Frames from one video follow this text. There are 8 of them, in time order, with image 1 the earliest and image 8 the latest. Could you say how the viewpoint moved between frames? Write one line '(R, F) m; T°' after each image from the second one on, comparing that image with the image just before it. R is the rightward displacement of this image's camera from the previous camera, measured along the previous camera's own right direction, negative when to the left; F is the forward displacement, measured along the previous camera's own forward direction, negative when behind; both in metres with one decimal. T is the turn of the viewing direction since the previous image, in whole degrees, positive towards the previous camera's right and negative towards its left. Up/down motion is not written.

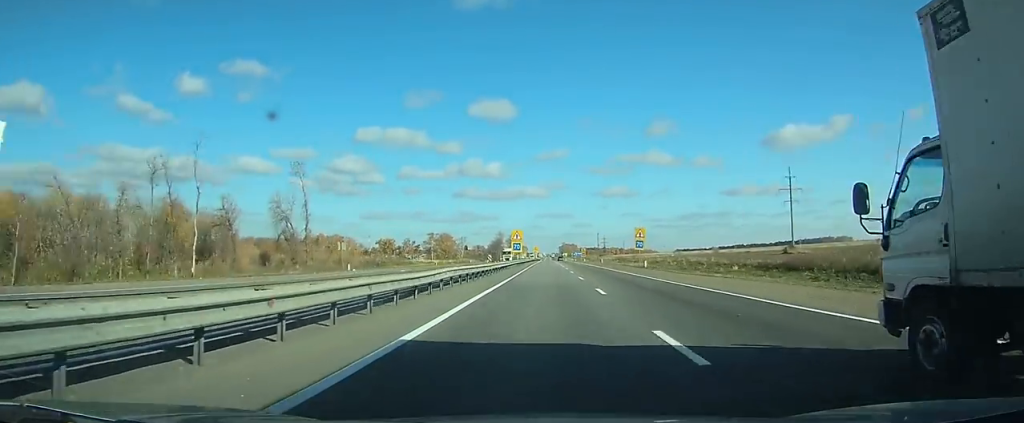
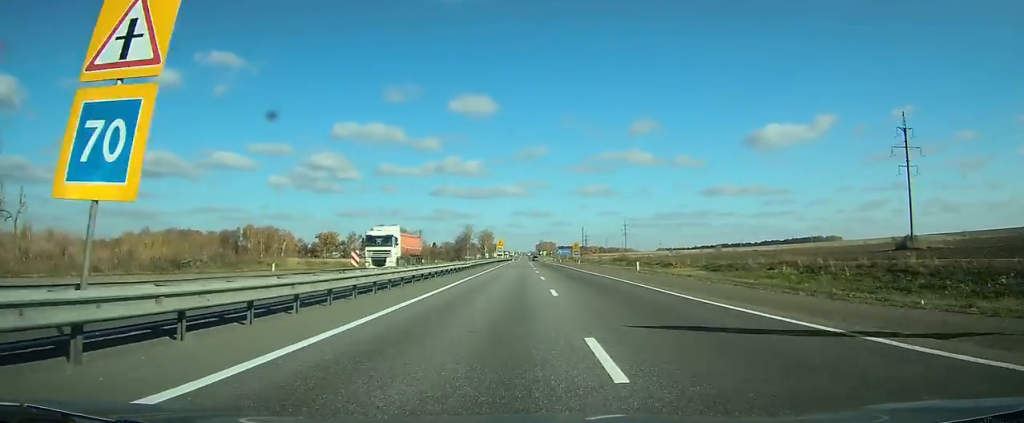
(+0.7, +58.3) m; +1°
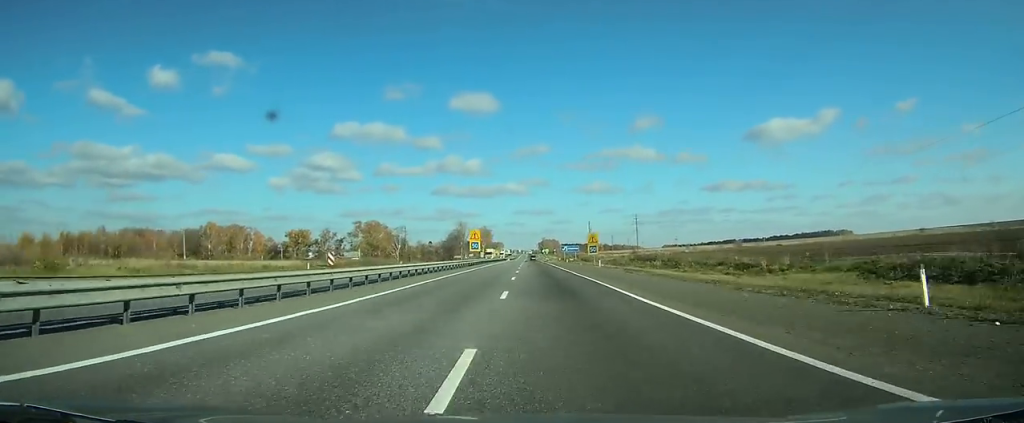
(+0.1, +35.3) m; 0°
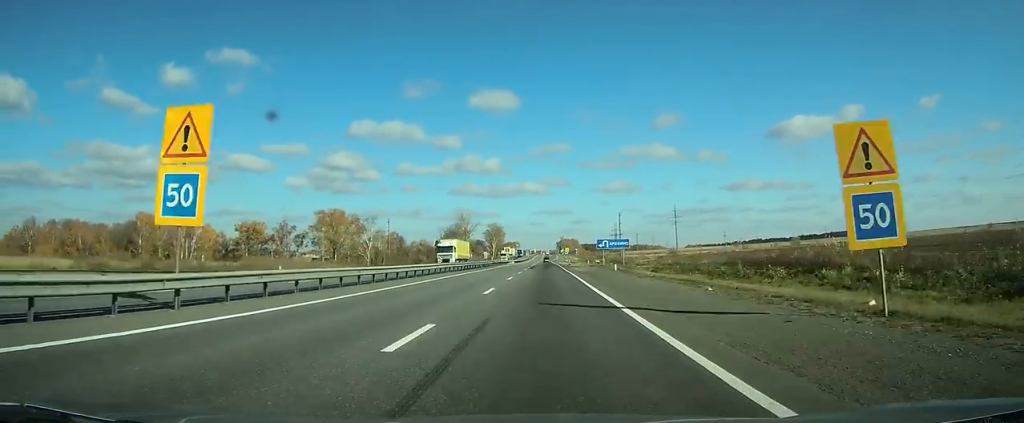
(-0.2, +57.6) m; -1°
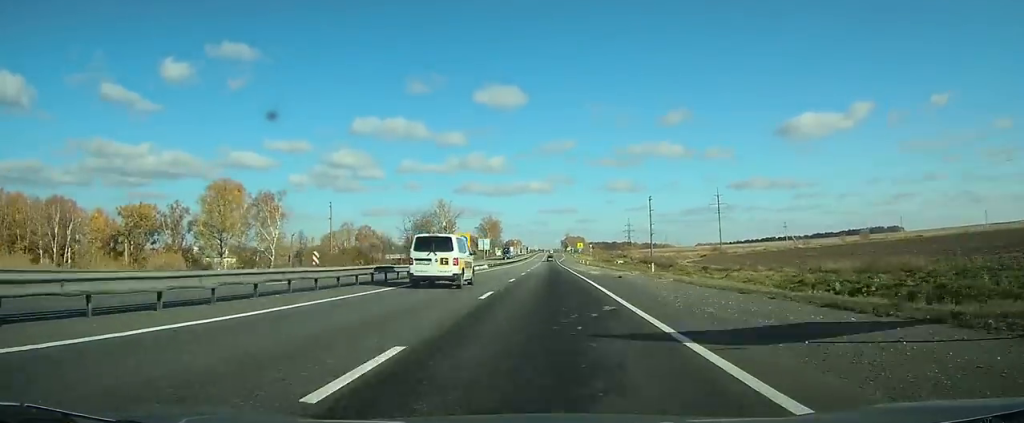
(-0.6, +65.6) m; -1°
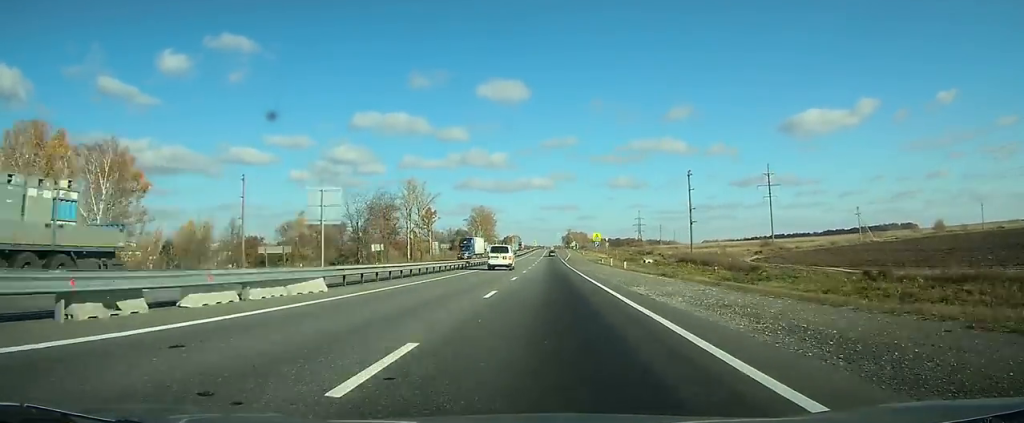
(-0.2, +48.0) m; 0°
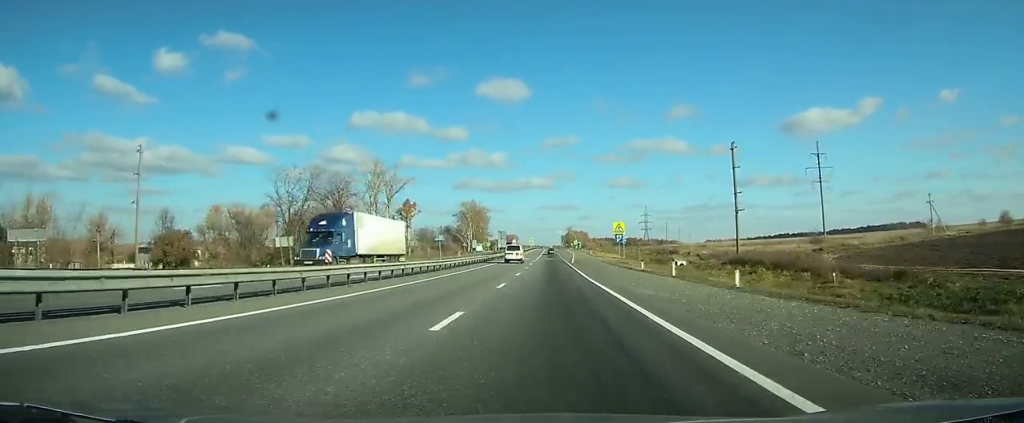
(+0.2, +30.3) m; 0°
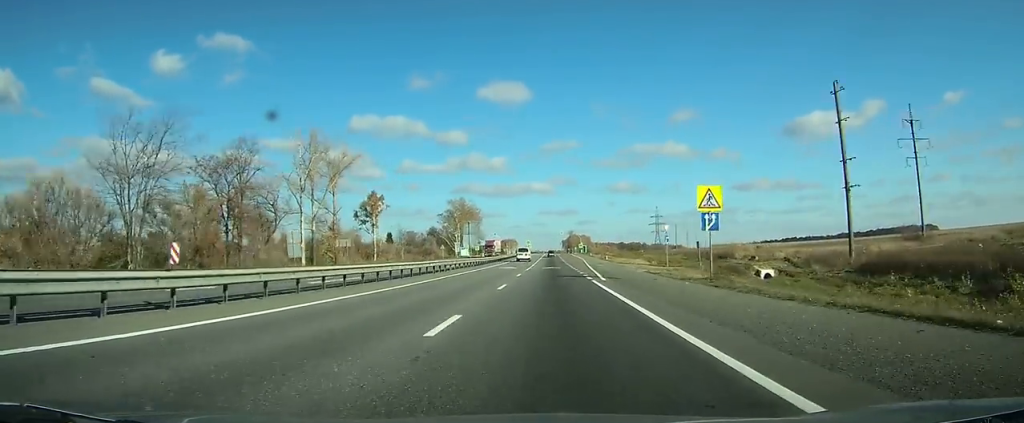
(0.0, +35.1) m; 0°
